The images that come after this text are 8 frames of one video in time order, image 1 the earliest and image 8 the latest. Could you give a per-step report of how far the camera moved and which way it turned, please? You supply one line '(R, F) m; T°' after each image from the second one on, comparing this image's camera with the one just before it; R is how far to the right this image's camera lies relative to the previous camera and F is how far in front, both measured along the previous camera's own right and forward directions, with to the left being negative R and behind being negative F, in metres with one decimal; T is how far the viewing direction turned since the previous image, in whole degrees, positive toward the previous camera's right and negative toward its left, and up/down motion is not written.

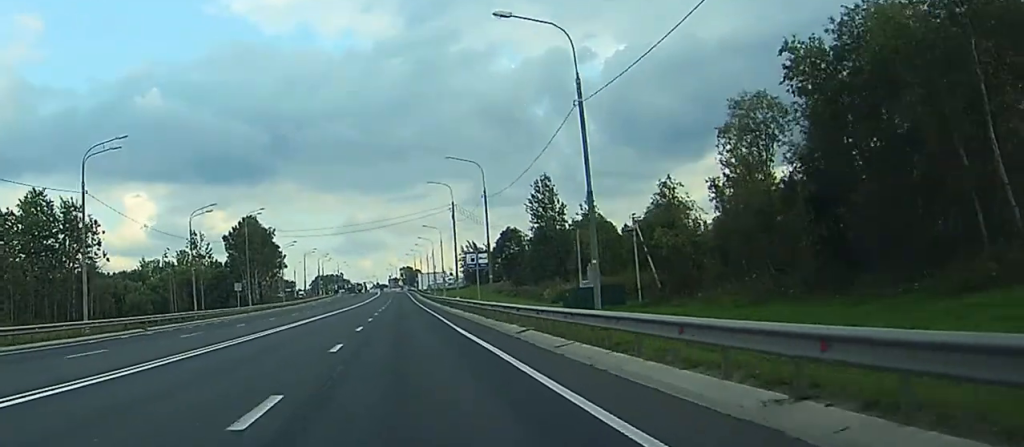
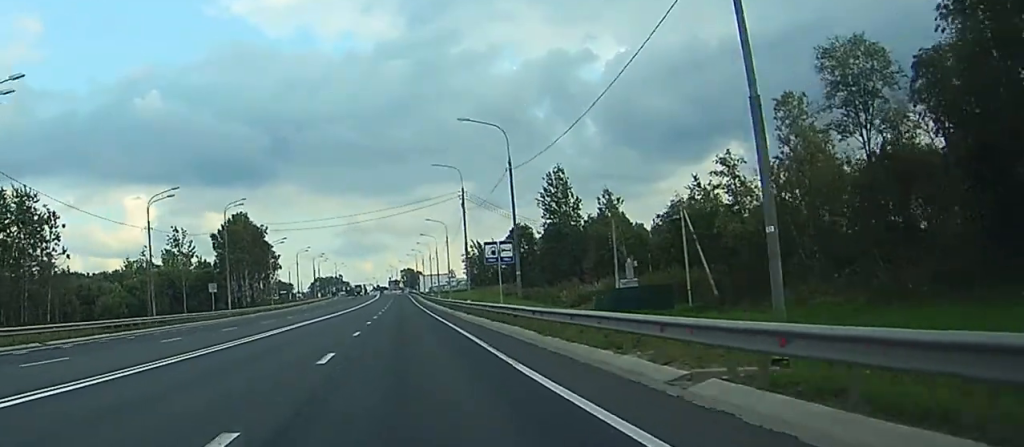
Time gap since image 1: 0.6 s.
(0.0, +15.0) m; 0°
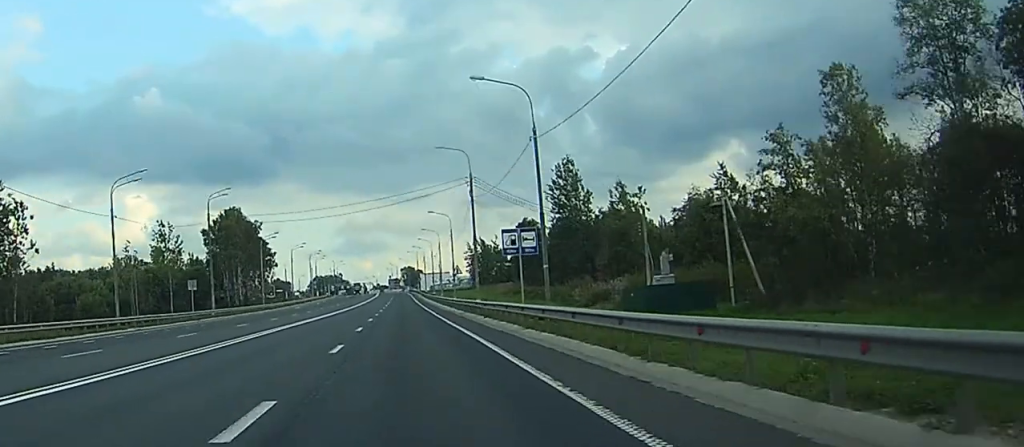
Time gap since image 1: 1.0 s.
(0.0, +9.5) m; 0°
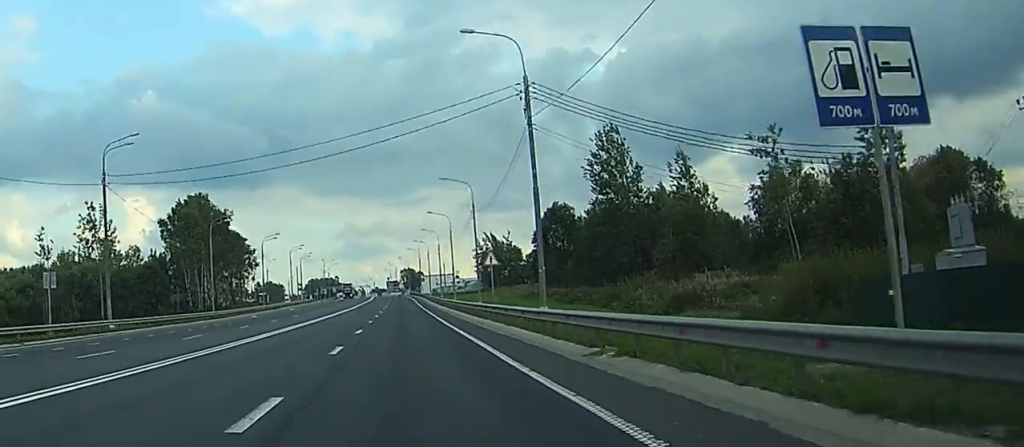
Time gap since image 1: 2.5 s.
(0.0, +35.1) m; 0°
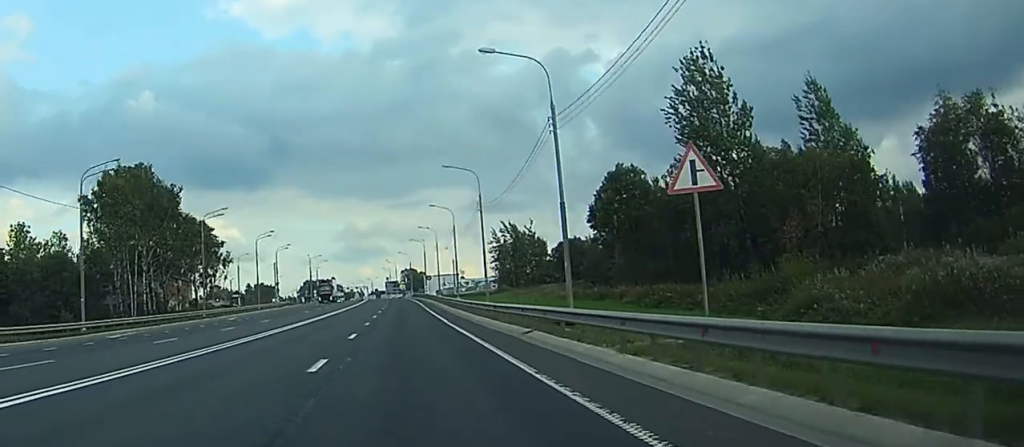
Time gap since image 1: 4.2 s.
(-0.1, +40.9) m; 0°
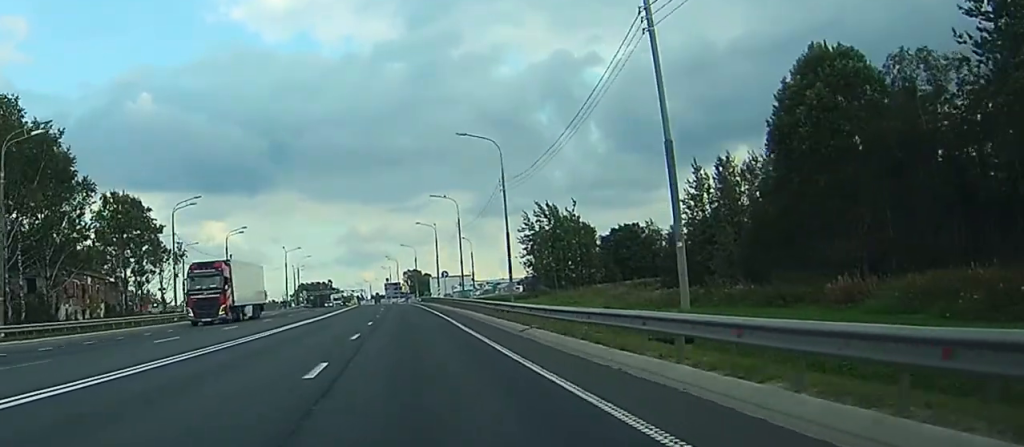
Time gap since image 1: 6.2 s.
(0.0, +49.0) m; 0°
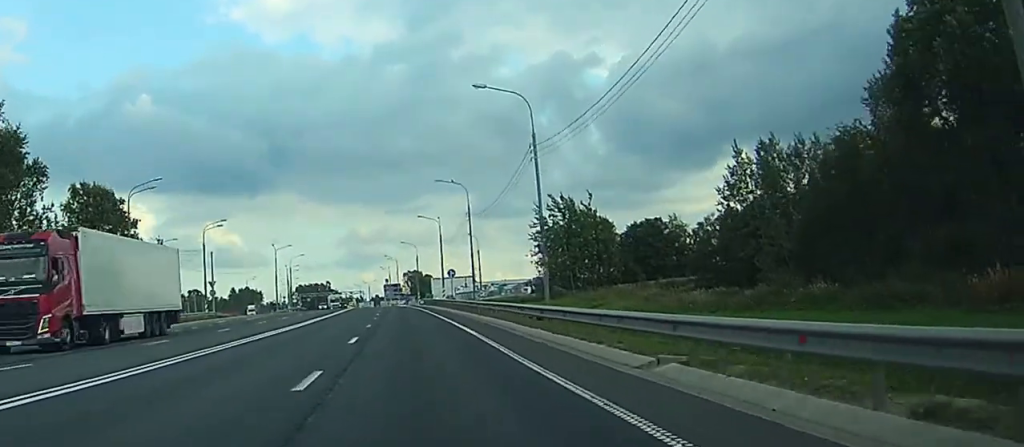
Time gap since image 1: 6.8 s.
(0.0, +13.6) m; 0°
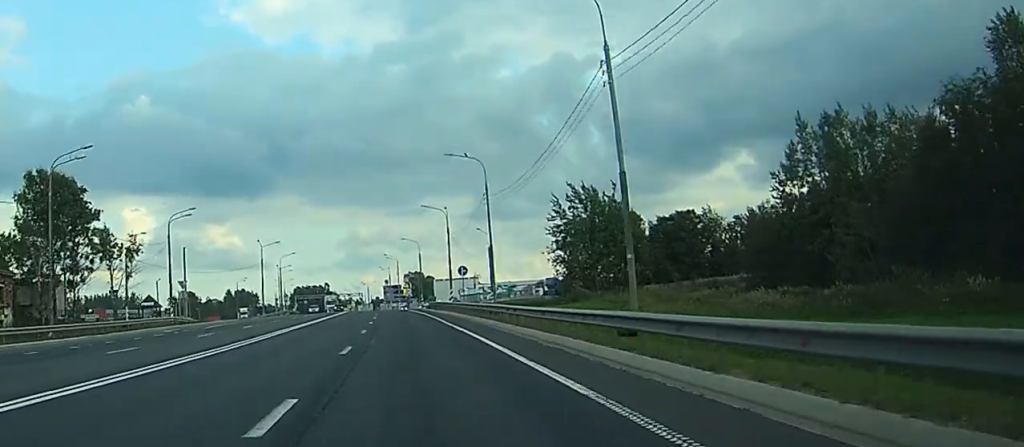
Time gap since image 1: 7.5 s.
(-0.1, +16.0) m; 0°
